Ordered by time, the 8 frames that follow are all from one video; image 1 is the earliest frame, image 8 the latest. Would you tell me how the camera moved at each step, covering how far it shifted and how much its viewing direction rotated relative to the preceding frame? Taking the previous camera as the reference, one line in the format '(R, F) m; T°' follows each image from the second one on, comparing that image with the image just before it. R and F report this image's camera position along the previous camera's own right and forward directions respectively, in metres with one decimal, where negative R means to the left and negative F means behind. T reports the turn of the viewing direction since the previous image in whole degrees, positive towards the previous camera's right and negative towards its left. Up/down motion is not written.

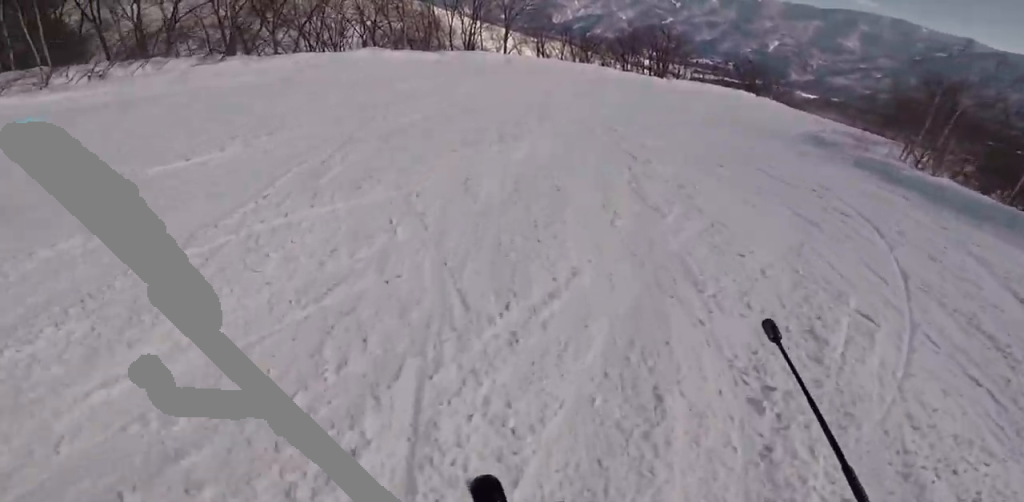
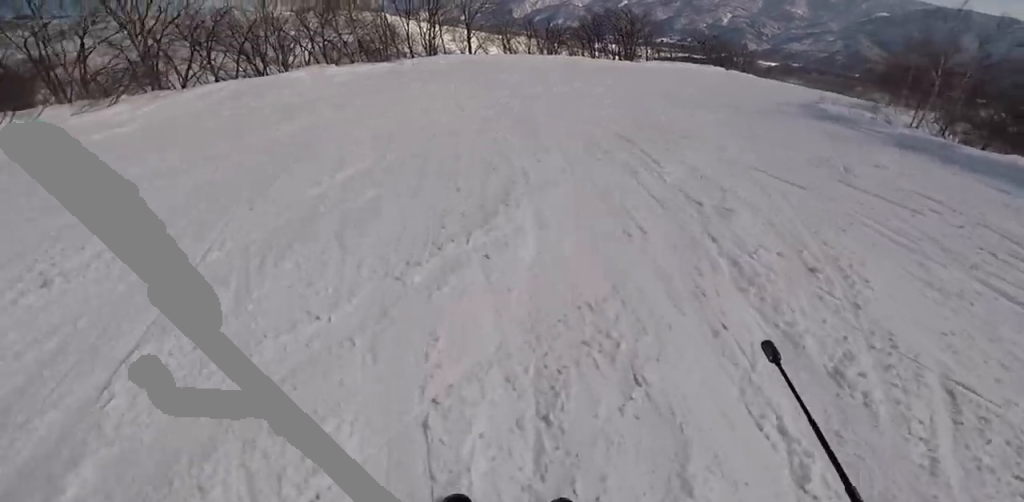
(0.0, +3.2) m; 0°
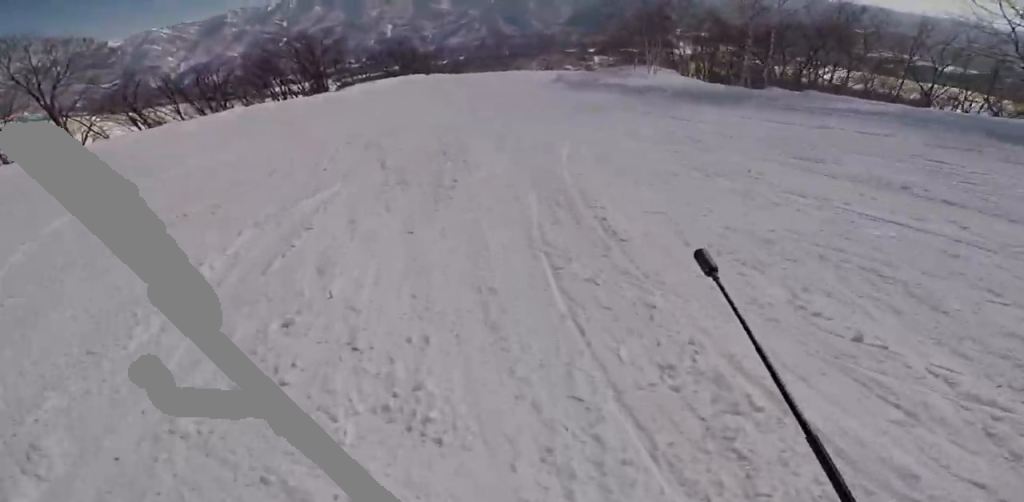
(0.0, +13.1) m; 0°
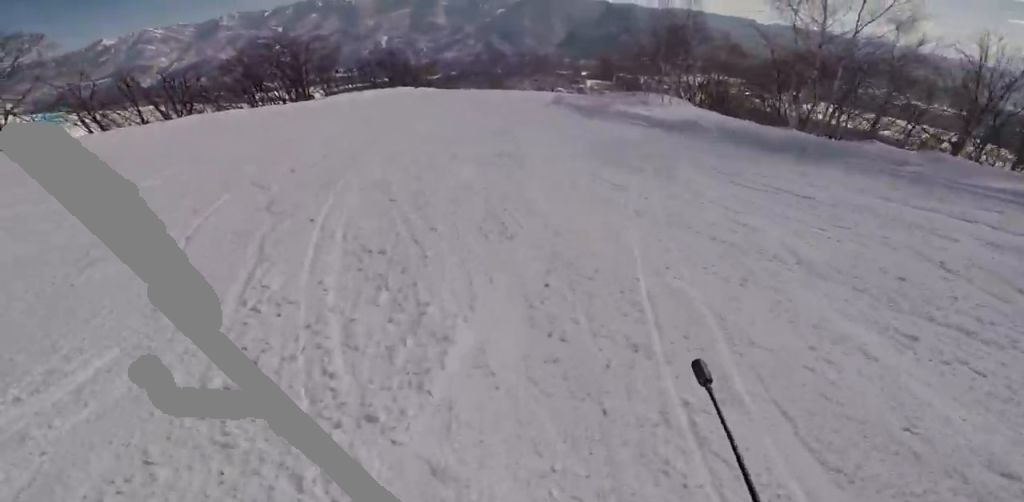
(0.0, +4.0) m; 0°
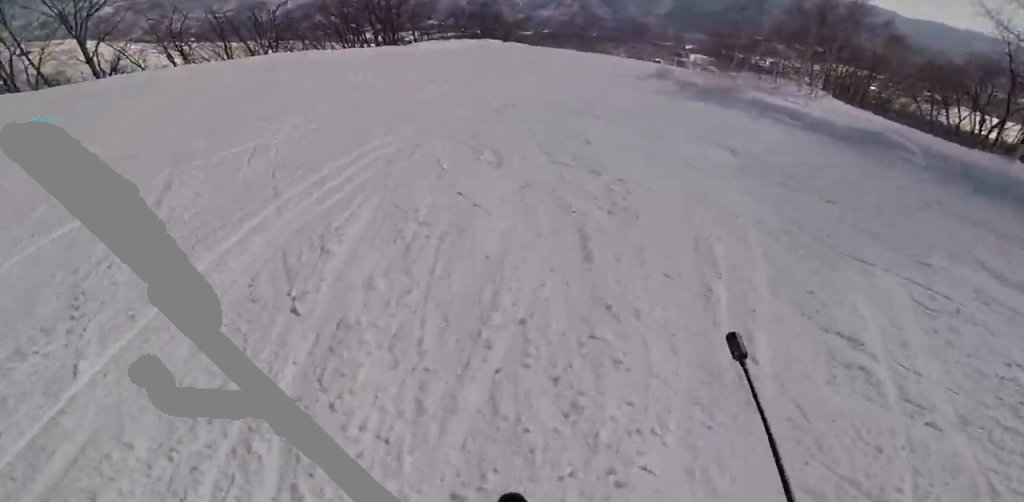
(0.0, +3.7) m; 0°
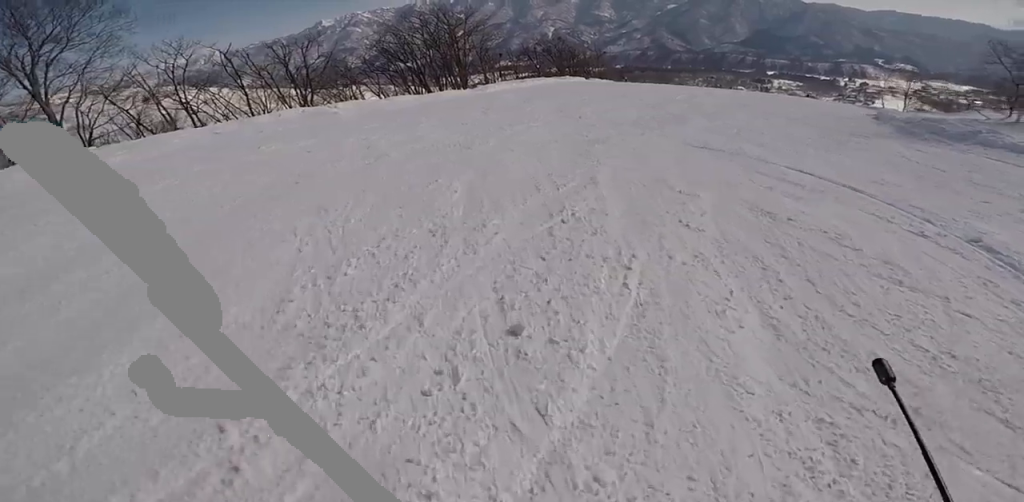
(0.0, +14.7) m; +1°
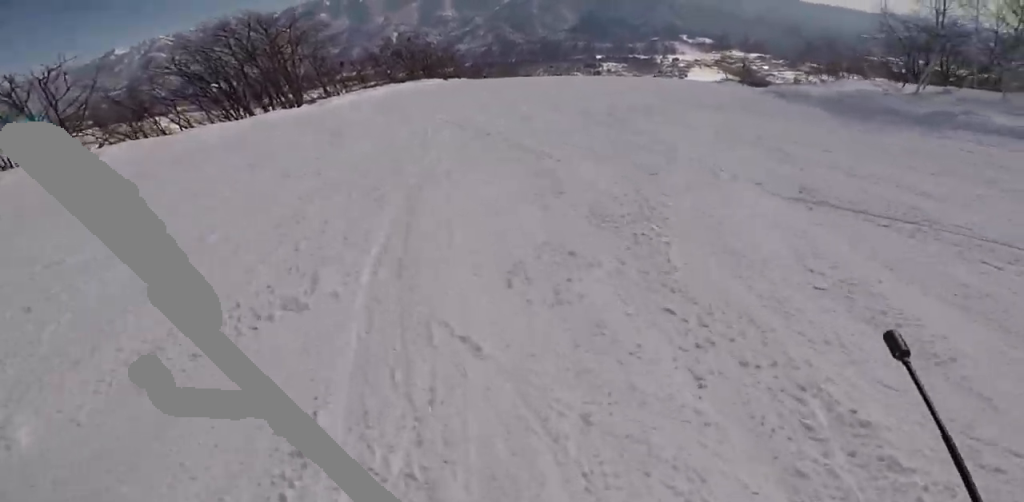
(-0.1, +6.0) m; +19°
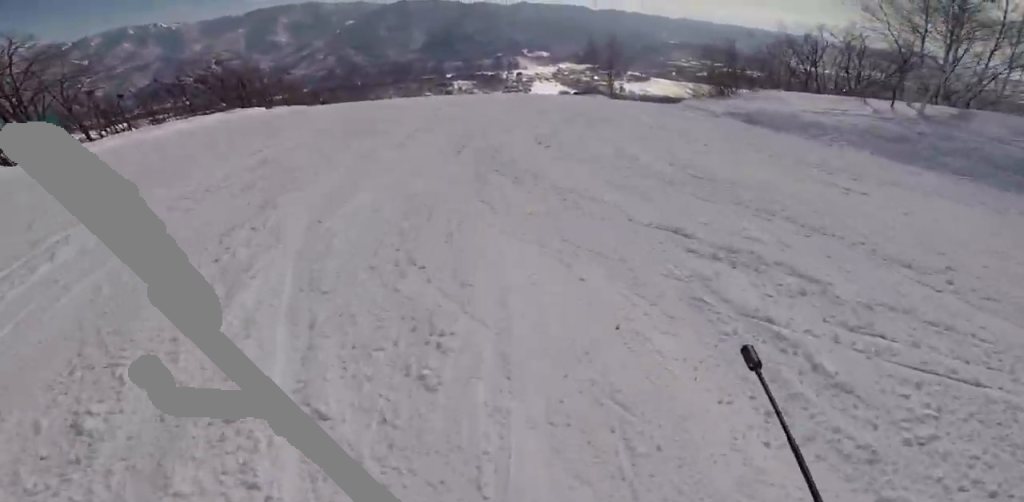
(+3.5, +8.9) m; +16°
